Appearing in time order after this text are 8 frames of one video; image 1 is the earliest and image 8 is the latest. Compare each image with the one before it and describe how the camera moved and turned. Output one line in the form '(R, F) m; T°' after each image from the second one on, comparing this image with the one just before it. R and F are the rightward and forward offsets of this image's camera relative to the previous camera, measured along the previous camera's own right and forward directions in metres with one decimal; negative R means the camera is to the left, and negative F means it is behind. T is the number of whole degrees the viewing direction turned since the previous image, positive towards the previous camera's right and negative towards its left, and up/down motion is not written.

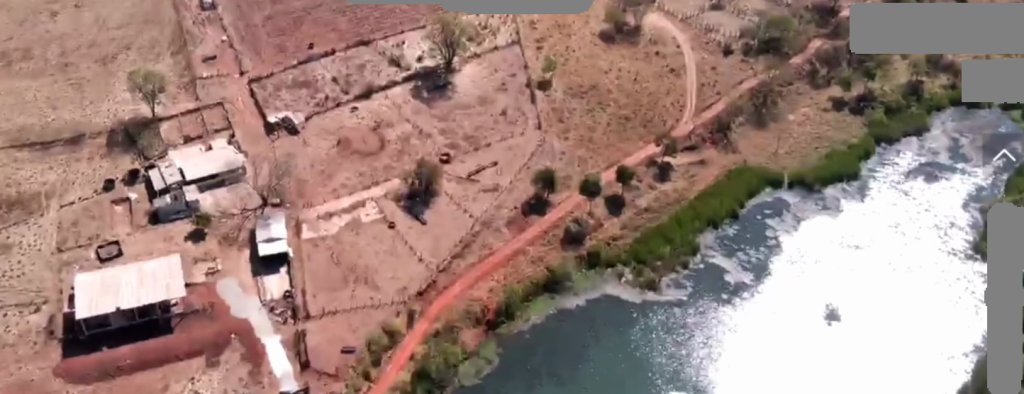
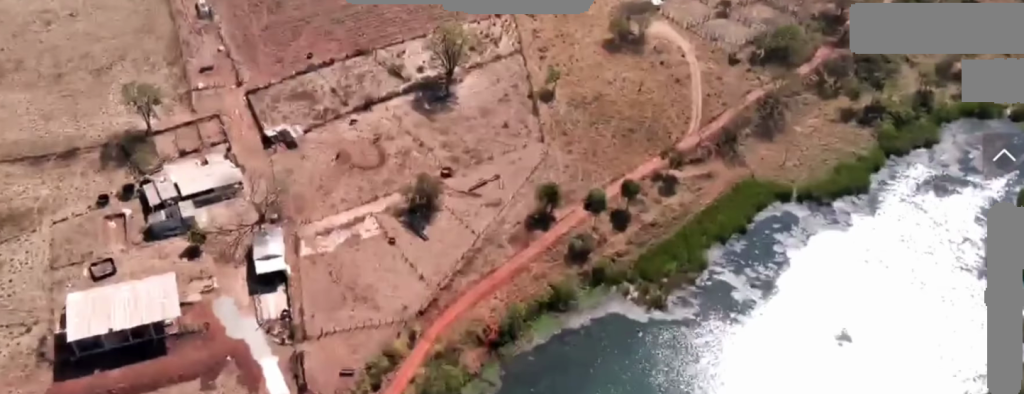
(0.0, +5.8) m; 0°
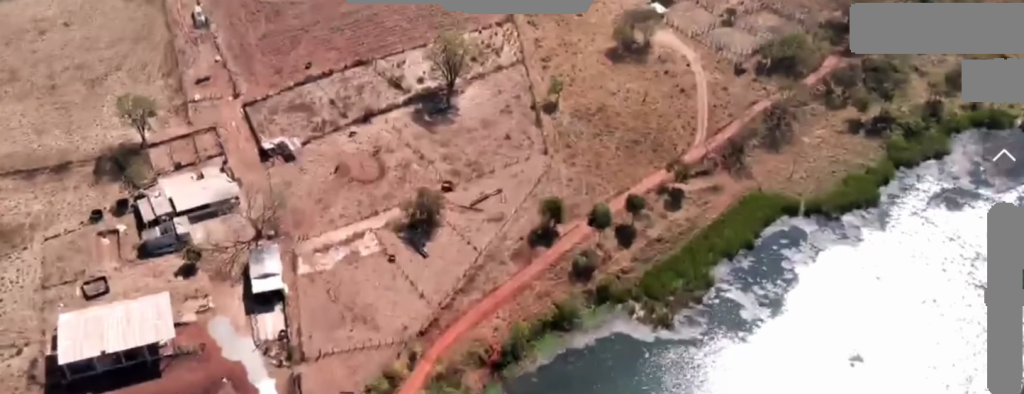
(0.0, +5.3) m; 0°
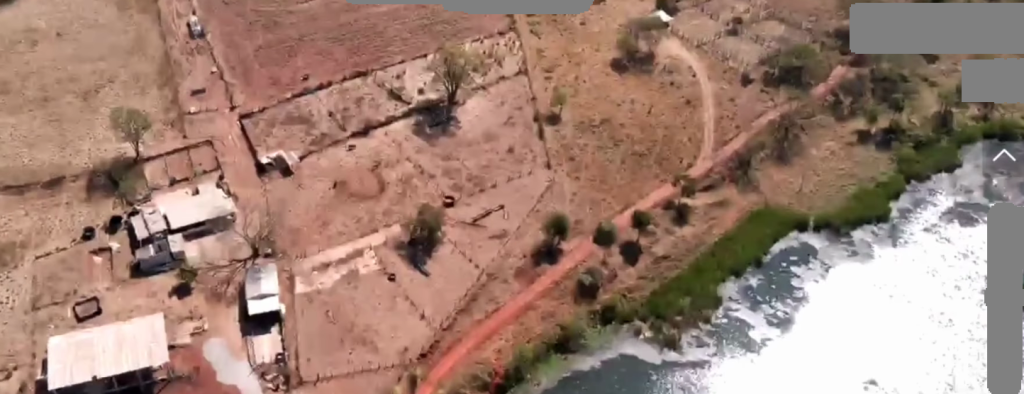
(0.0, +6.6) m; 0°
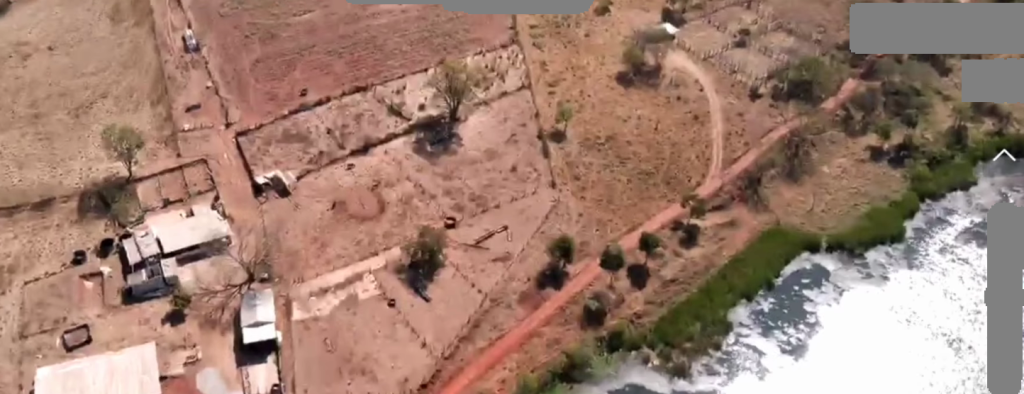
(0.0, +8.7) m; 0°
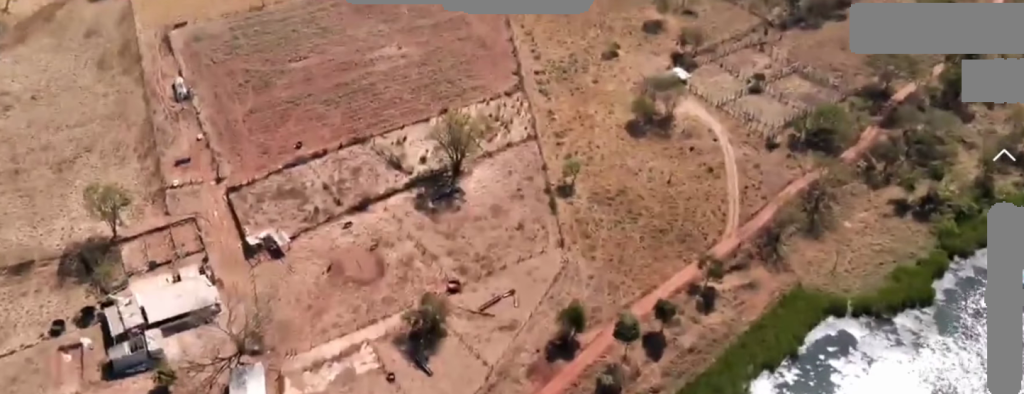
(0.0, +14.9) m; 0°
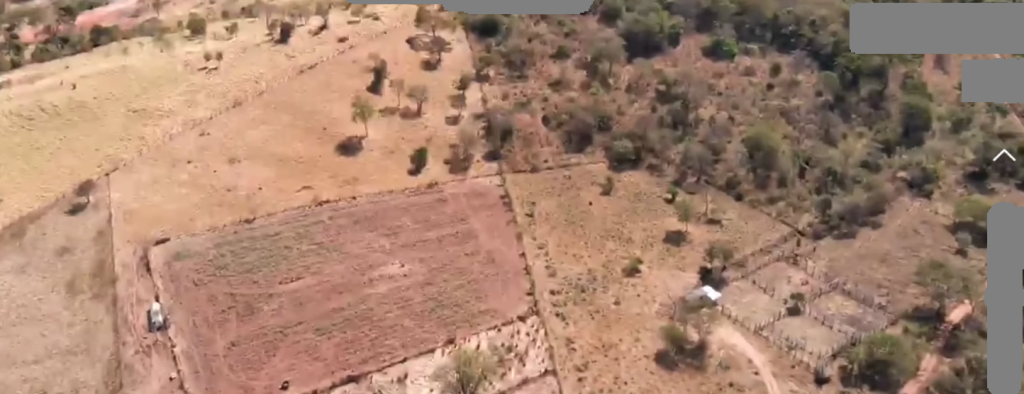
(-0.2, +30.4) m; 0°
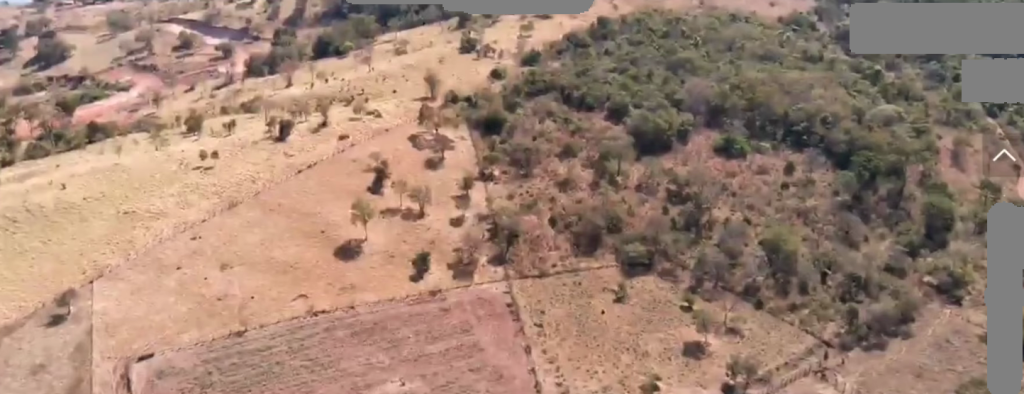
(0.0, +19.7) m; 0°
